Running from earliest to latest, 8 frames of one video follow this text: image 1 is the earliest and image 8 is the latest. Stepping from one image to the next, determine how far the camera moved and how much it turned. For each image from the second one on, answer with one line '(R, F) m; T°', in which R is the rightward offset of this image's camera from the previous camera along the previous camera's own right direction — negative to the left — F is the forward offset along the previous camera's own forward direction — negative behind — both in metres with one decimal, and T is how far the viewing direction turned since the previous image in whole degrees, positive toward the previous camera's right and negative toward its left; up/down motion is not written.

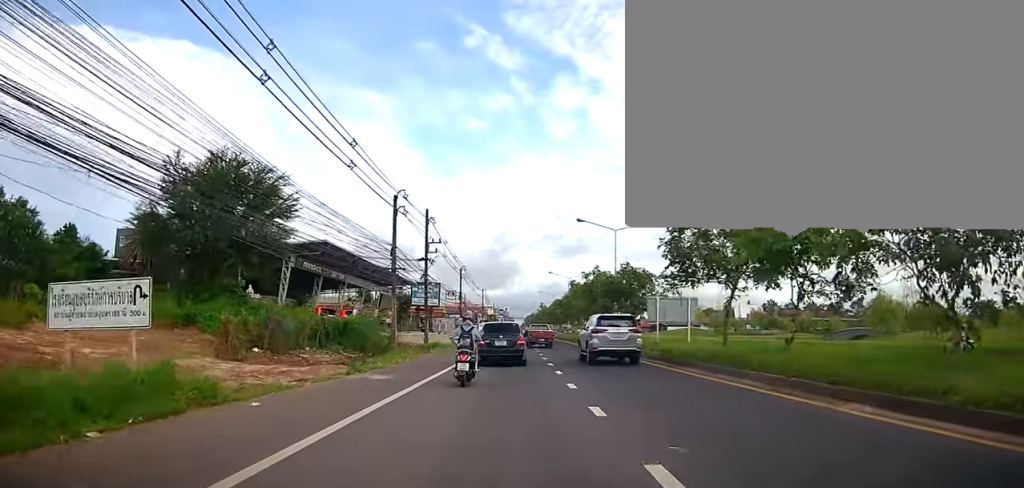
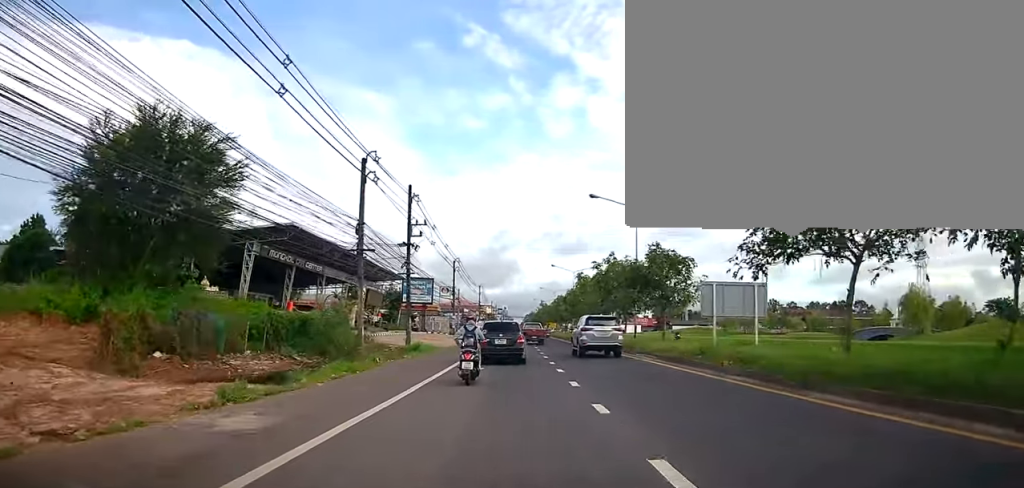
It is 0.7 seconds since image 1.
(0.0, +8.0) m; -1°
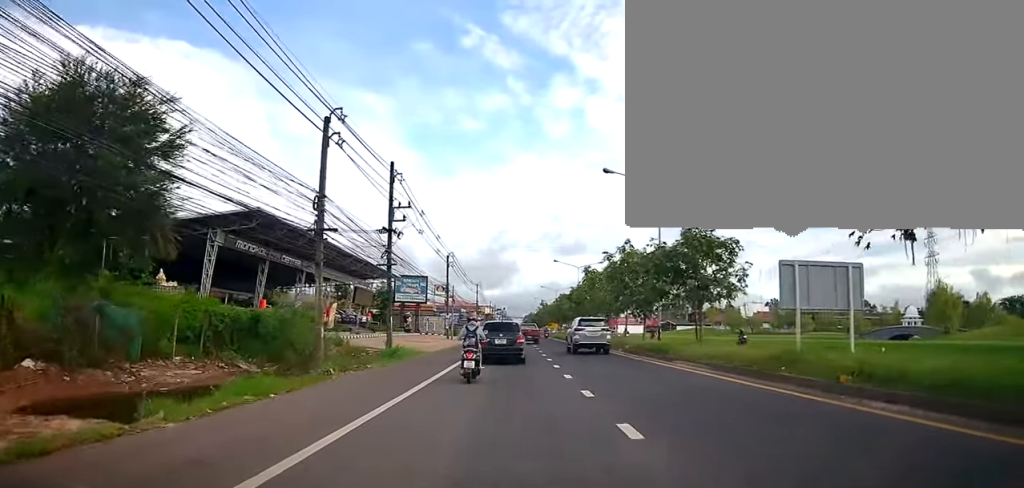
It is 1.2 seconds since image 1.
(+0.1, +6.1) m; -2°
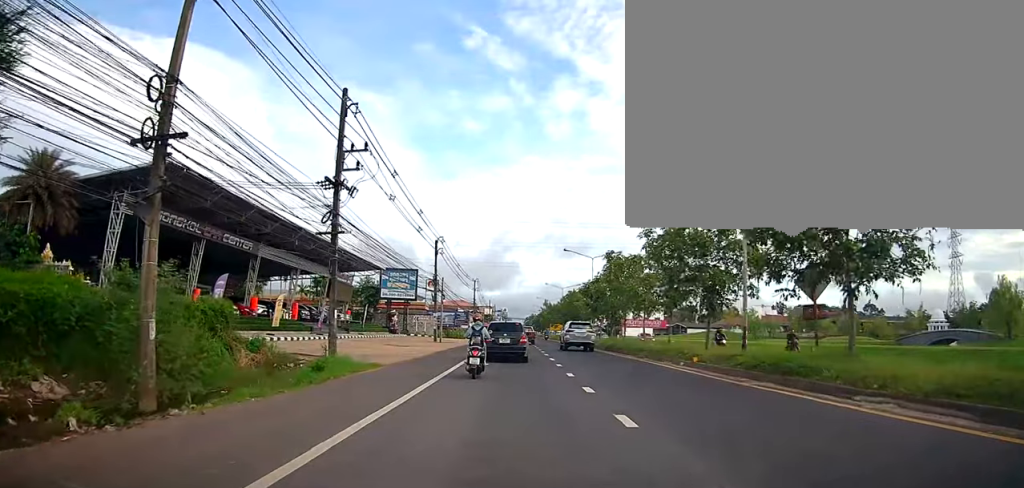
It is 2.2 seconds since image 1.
(-0.6, +11.4) m; -1°
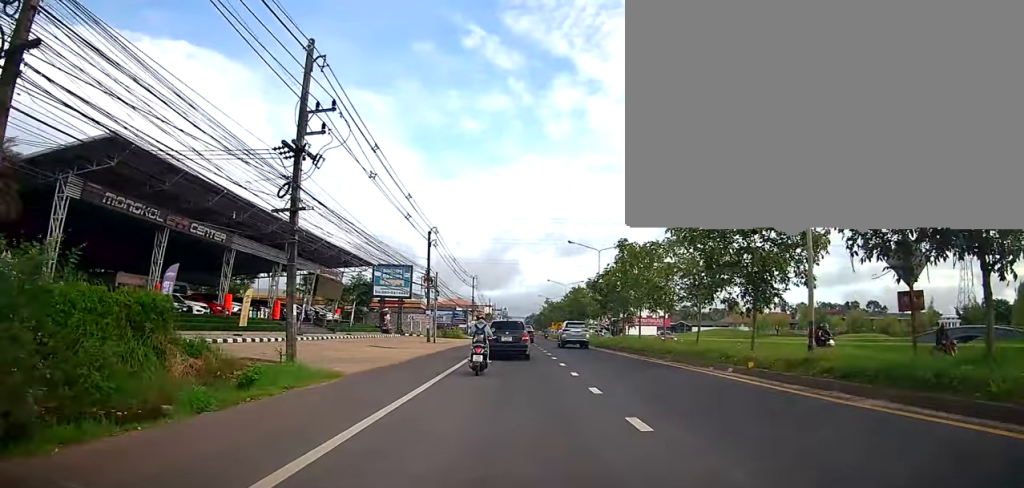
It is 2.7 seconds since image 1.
(-0.1, +4.6) m; +1°
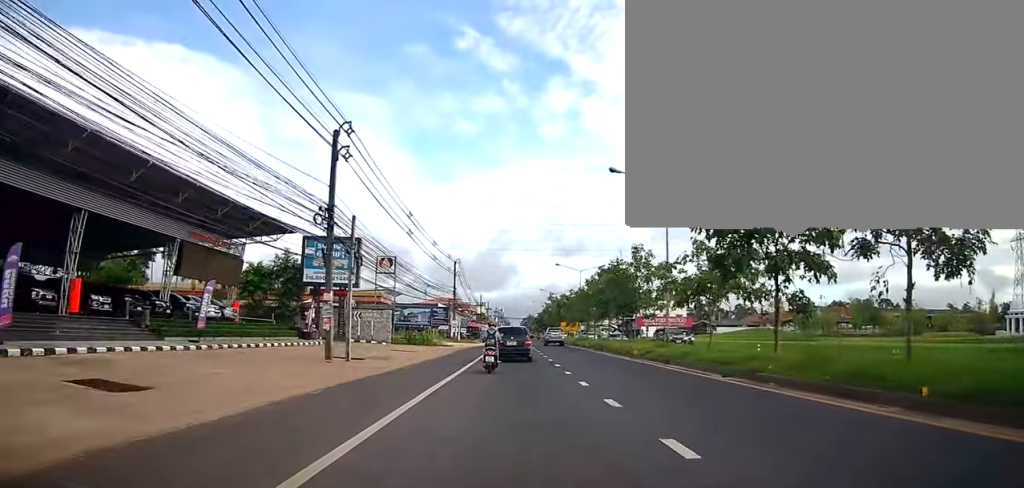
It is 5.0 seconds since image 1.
(+1.7, +25.4) m; +4°
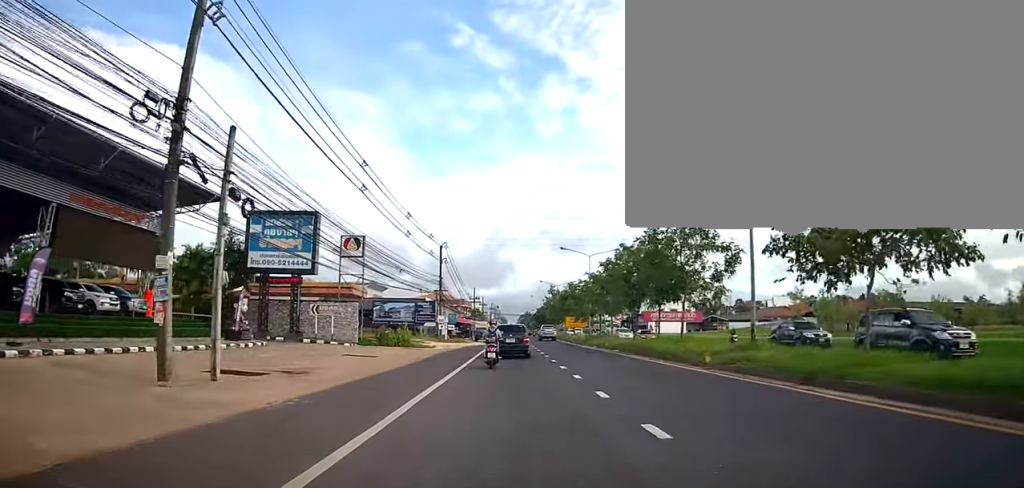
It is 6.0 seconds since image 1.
(0.0, +11.1) m; 0°
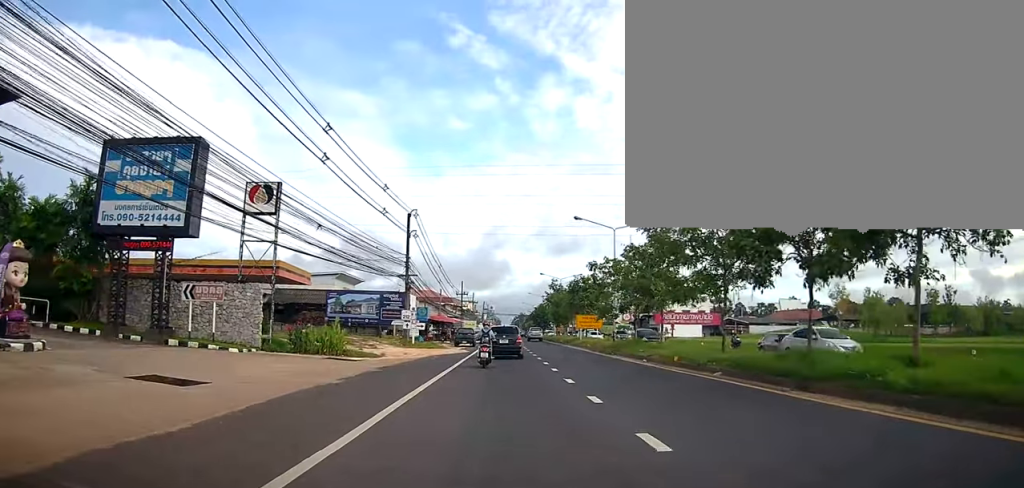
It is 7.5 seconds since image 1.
(0.0, +16.5) m; 0°
